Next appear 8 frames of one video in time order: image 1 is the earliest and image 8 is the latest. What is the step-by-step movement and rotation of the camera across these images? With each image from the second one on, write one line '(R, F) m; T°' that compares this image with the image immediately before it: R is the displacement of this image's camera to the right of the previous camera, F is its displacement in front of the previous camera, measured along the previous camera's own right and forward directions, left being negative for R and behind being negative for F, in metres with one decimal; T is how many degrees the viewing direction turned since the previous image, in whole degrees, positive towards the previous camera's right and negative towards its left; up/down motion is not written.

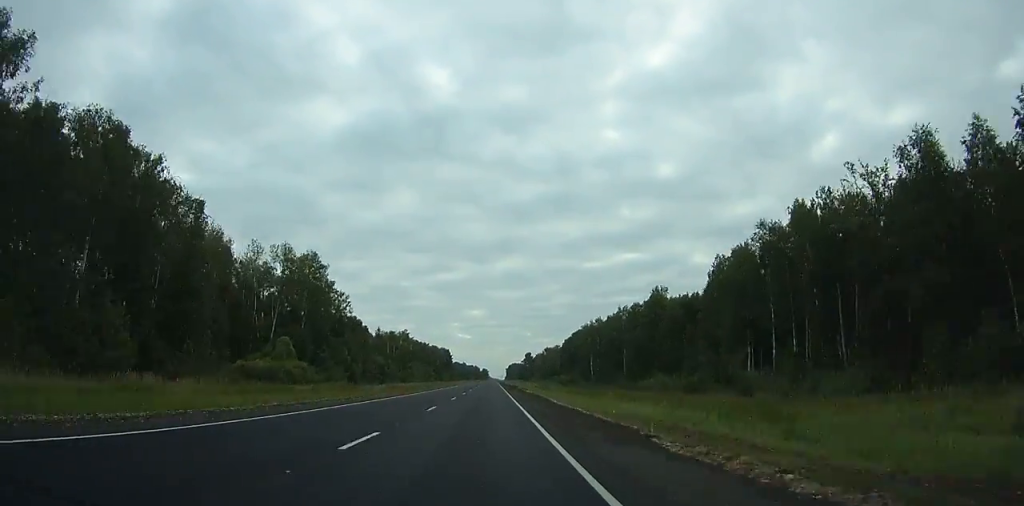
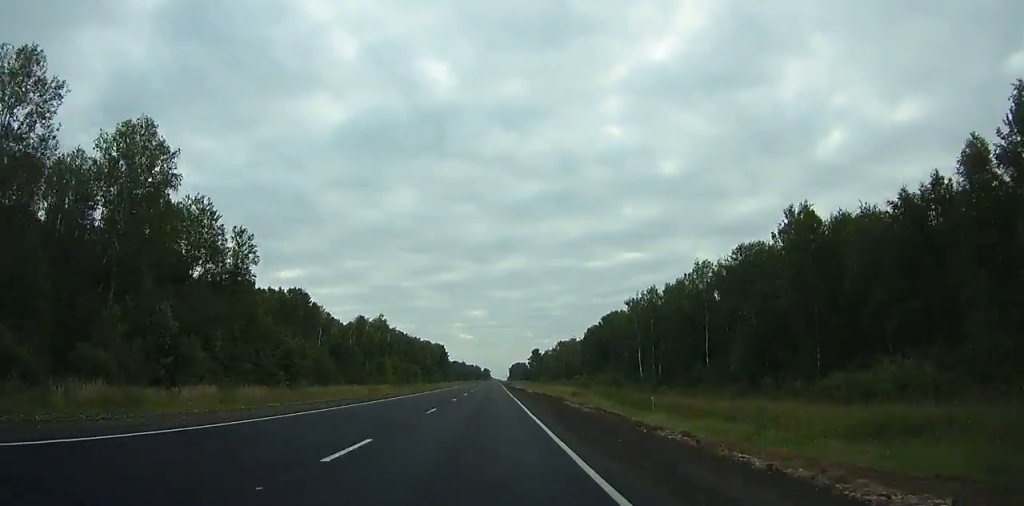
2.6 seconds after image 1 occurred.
(0.0, +61.0) m; 0°
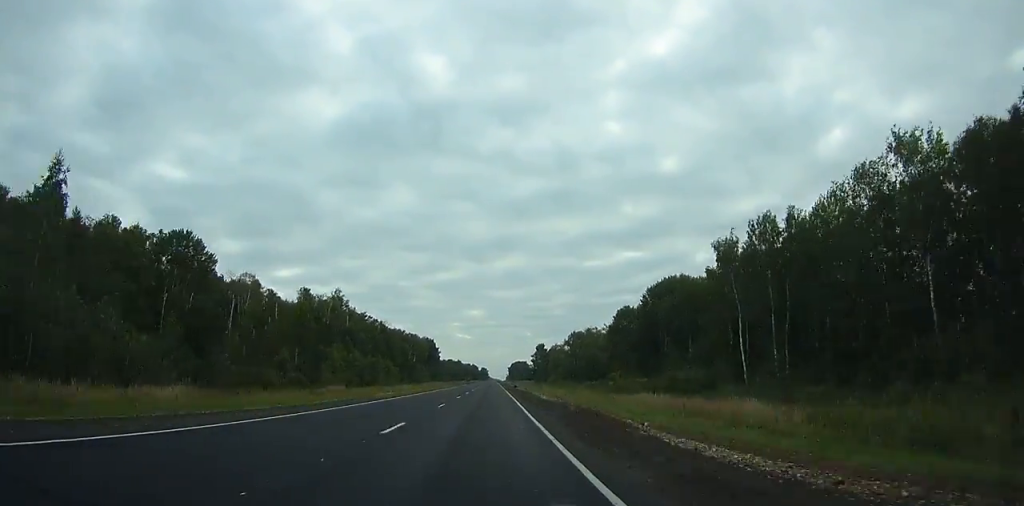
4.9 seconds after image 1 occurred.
(-0.1, +54.1) m; 0°
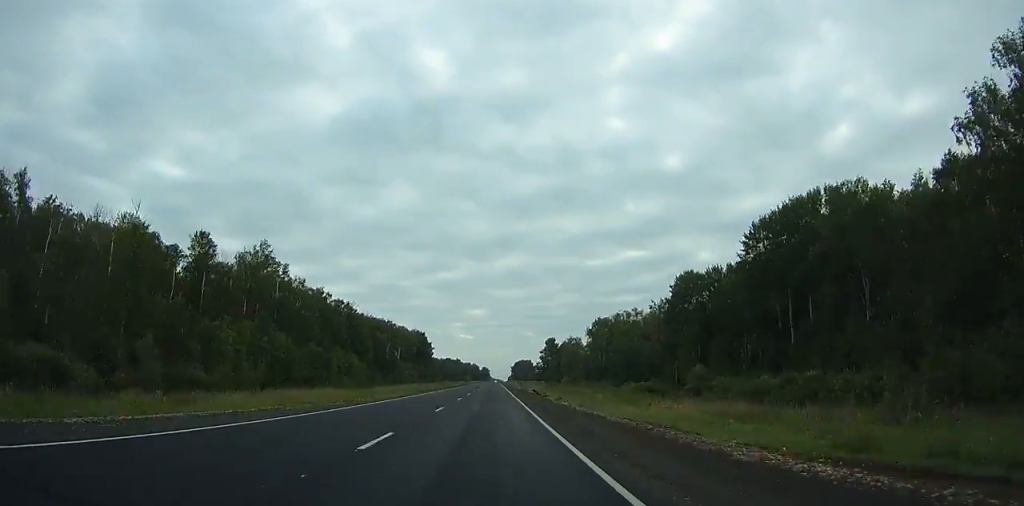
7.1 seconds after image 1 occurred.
(0.0, +51.7) m; 0°
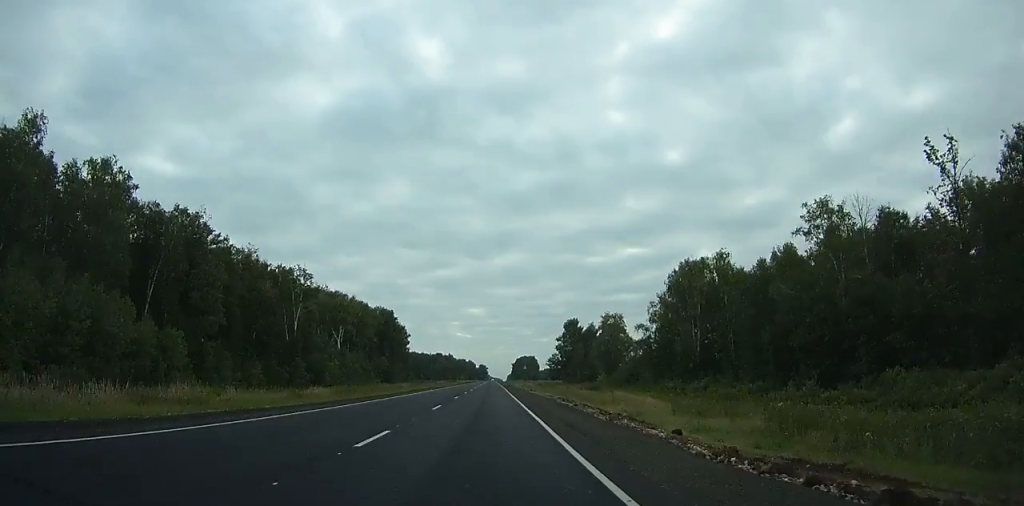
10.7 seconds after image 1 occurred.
(+0.2, +84.2) m; 0°
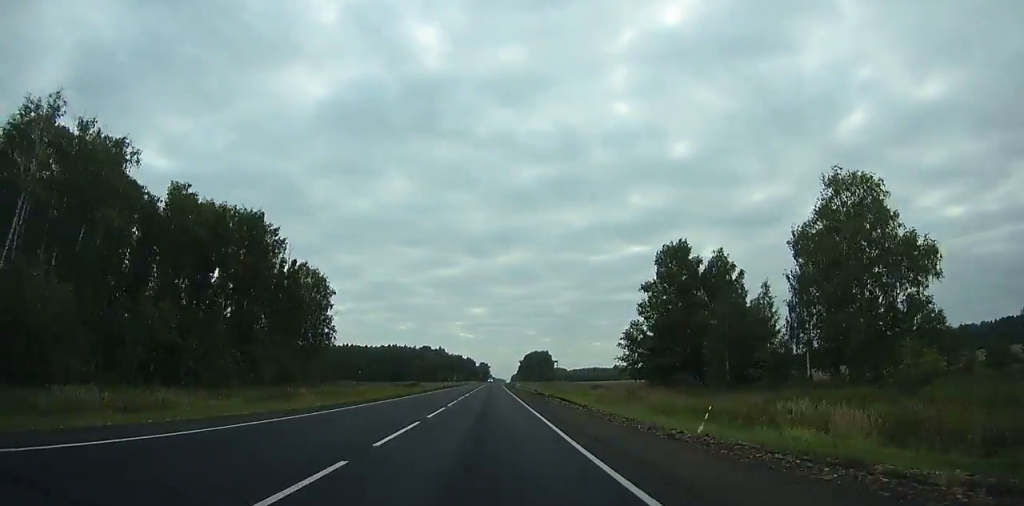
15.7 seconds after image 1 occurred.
(-0.2, +115.9) m; 0°
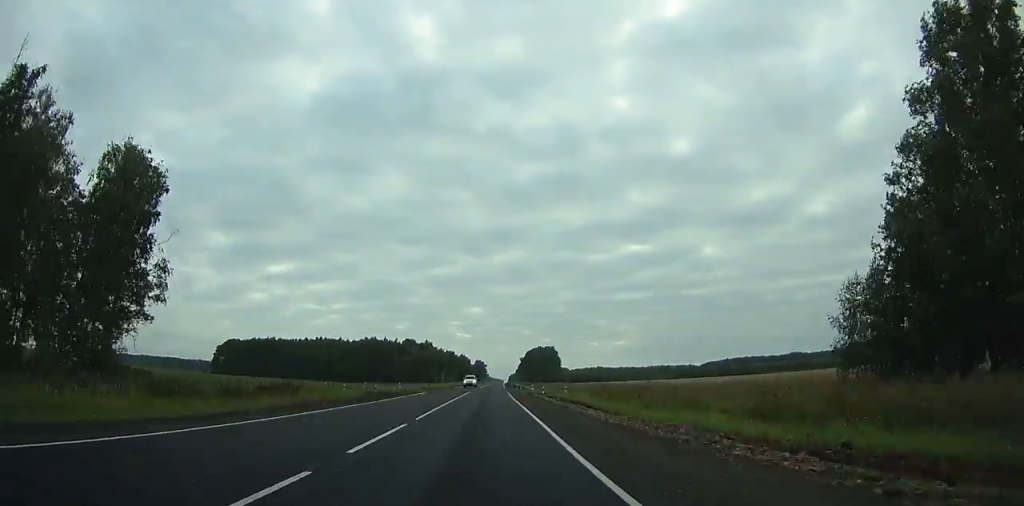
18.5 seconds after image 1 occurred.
(0.0, +64.7) m; 0°
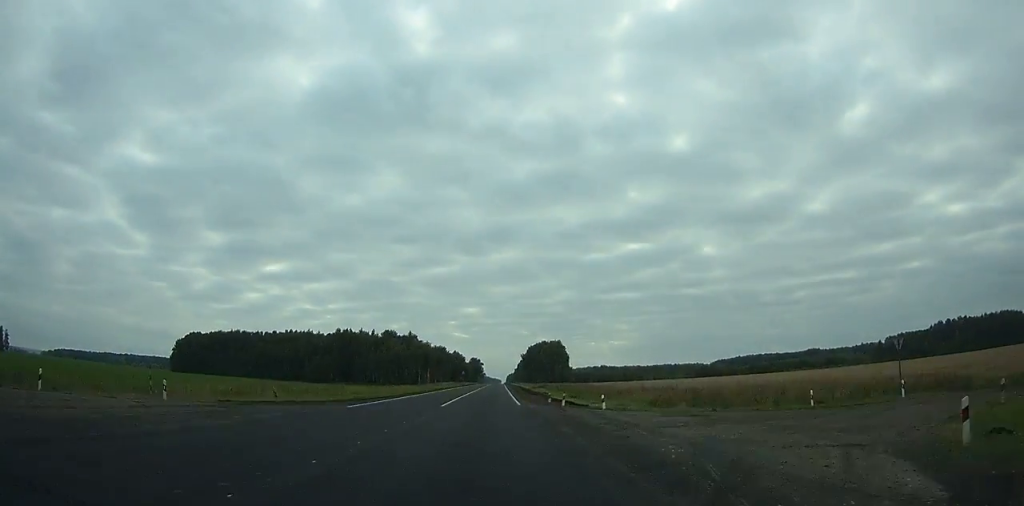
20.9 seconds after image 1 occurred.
(+0.1, +55.5) m; 0°
